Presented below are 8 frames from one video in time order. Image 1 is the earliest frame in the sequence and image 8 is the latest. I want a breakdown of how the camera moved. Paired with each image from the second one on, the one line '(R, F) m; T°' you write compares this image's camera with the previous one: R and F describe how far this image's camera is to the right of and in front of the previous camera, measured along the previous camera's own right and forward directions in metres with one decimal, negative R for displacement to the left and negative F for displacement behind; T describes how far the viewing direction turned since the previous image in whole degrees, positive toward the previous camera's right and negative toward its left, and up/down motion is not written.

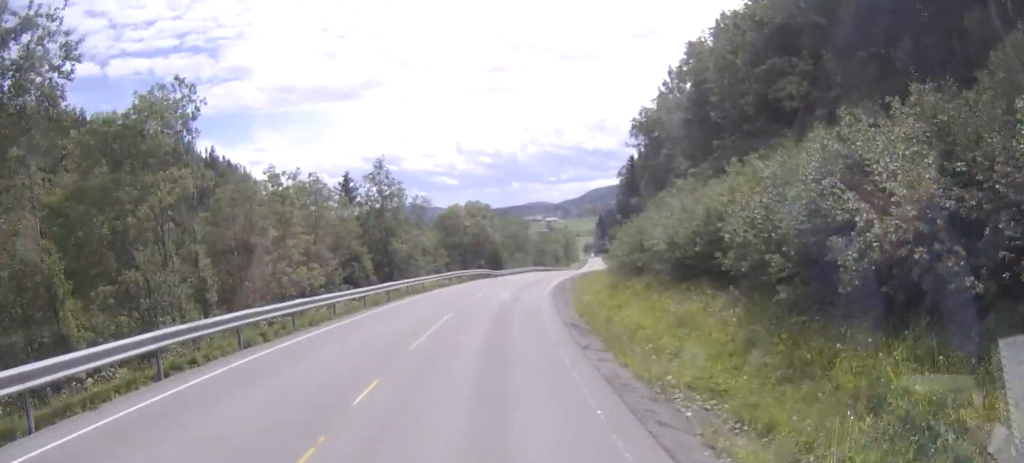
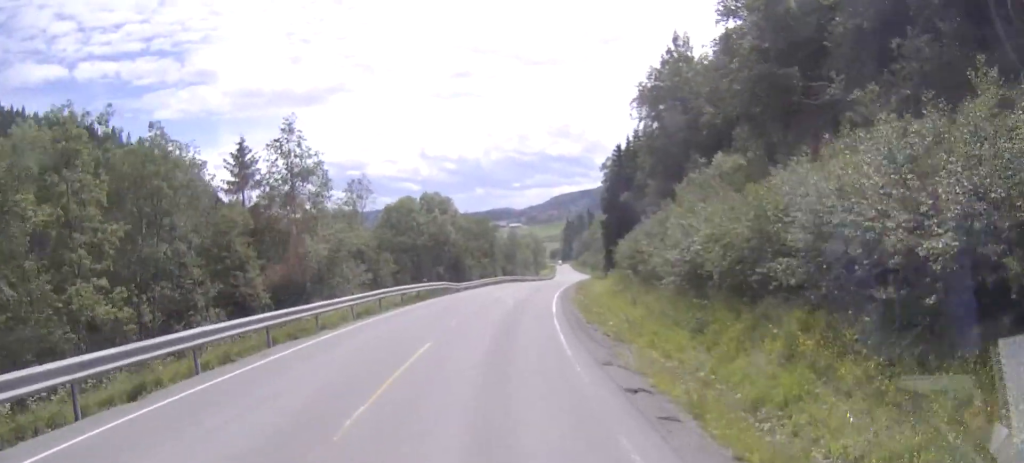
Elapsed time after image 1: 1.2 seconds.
(+0.5, +18.6) m; +3°
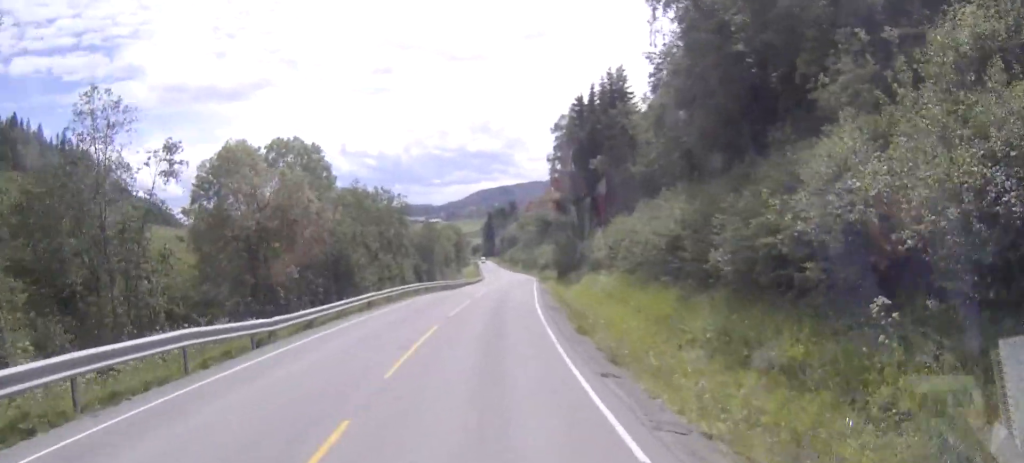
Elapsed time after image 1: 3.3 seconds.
(+1.7, +31.5) m; +6°
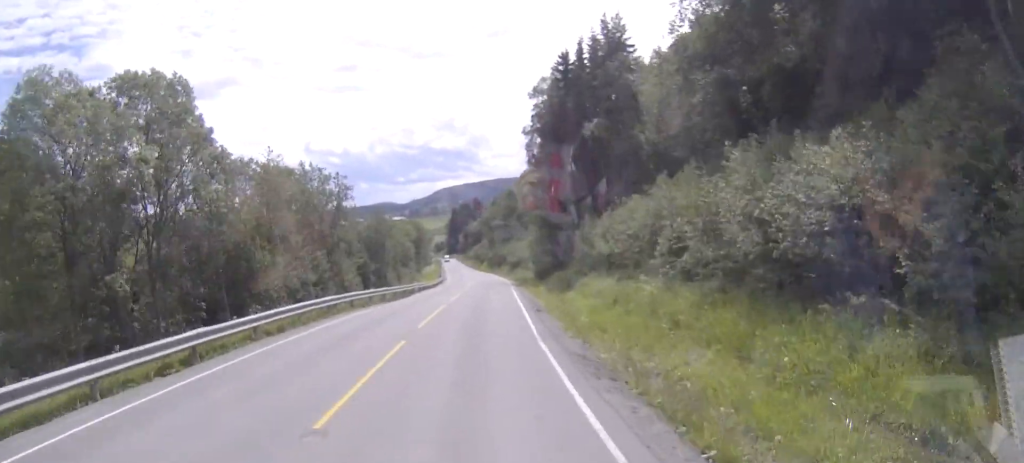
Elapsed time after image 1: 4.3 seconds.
(+0.4, +15.9) m; +2°
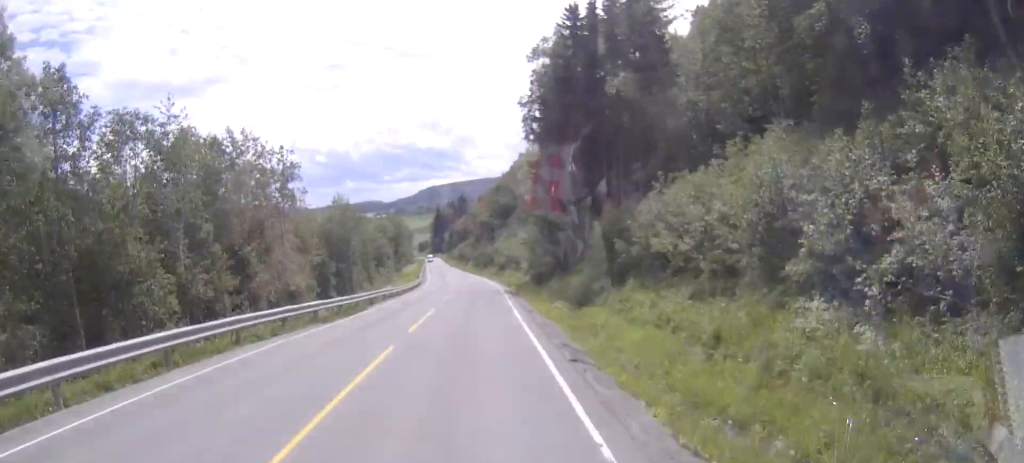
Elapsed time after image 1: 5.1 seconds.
(+0.1, +12.8) m; +1°
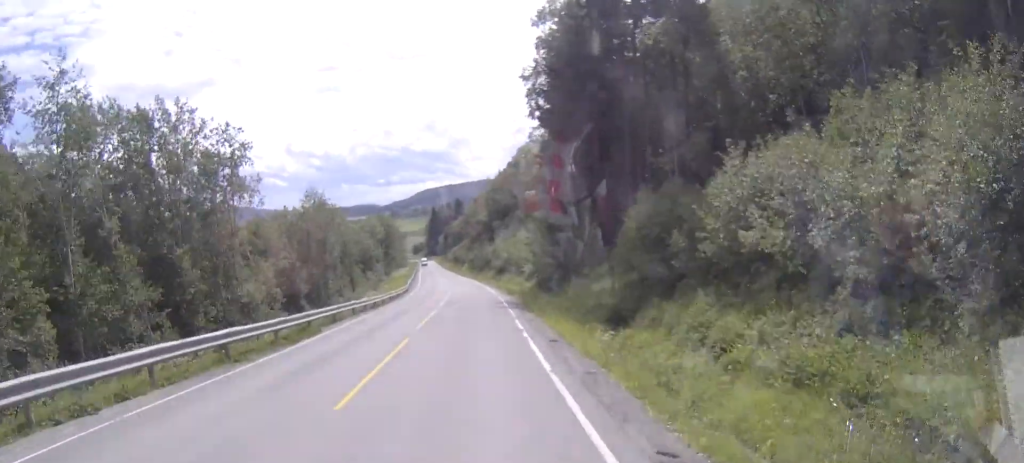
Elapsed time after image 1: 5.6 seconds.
(+0.1, +8.8) m; 0°
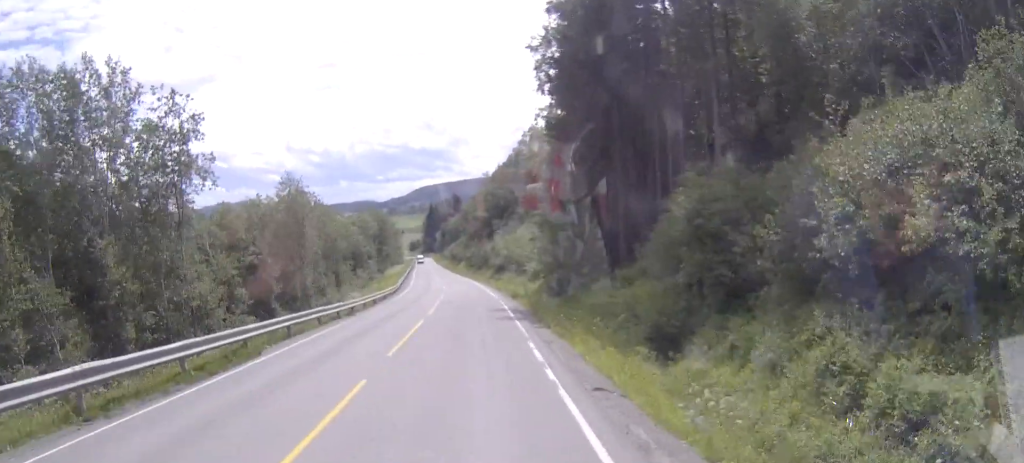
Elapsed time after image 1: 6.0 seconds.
(0.0, +6.8) m; 0°
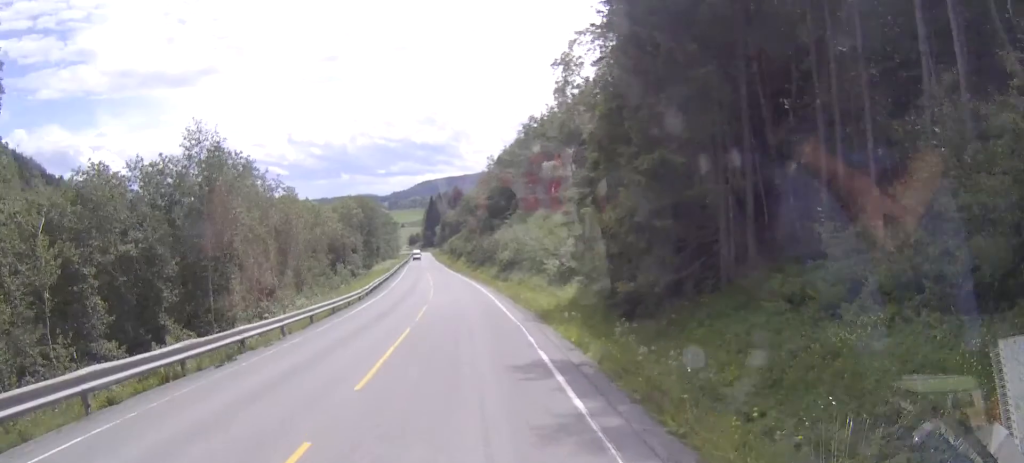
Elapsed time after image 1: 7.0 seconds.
(0.0, +15.8) m; 0°
